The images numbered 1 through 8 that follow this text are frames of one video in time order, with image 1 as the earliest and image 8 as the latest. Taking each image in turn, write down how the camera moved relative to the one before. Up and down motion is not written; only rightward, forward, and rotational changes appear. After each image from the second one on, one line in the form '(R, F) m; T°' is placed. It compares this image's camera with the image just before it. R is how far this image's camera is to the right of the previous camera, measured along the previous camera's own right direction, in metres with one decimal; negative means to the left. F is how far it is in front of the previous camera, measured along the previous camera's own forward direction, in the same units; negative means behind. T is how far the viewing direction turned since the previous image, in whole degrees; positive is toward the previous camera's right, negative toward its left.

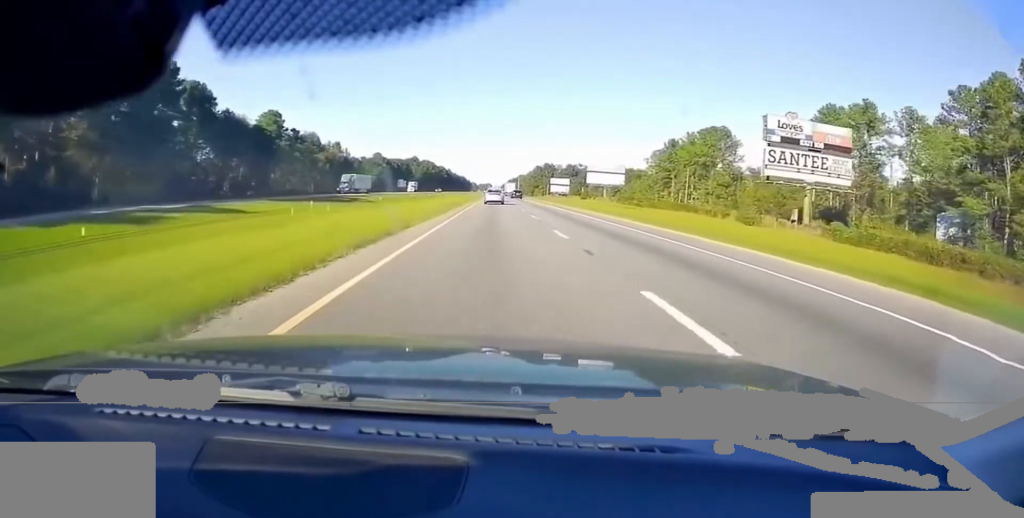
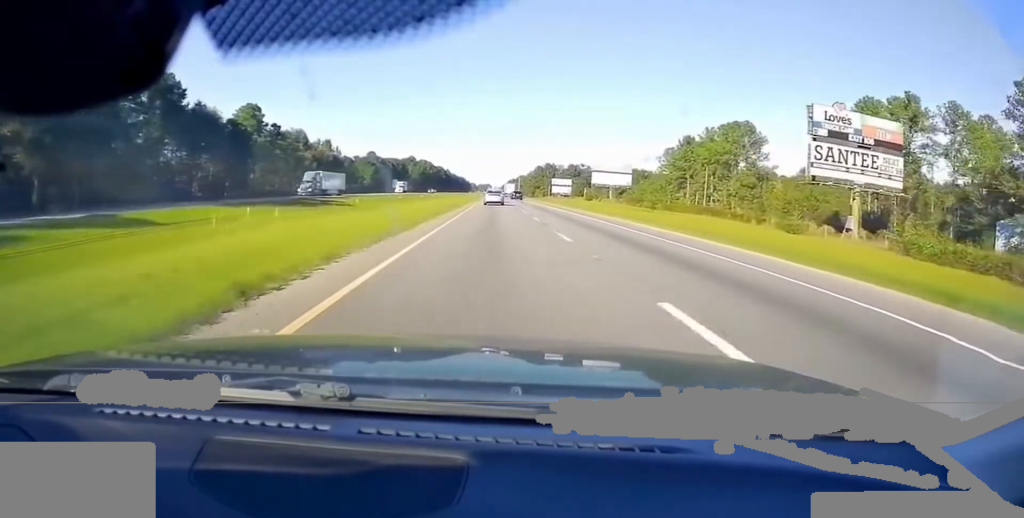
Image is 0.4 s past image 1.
(+0.1, +13.5) m; 0°
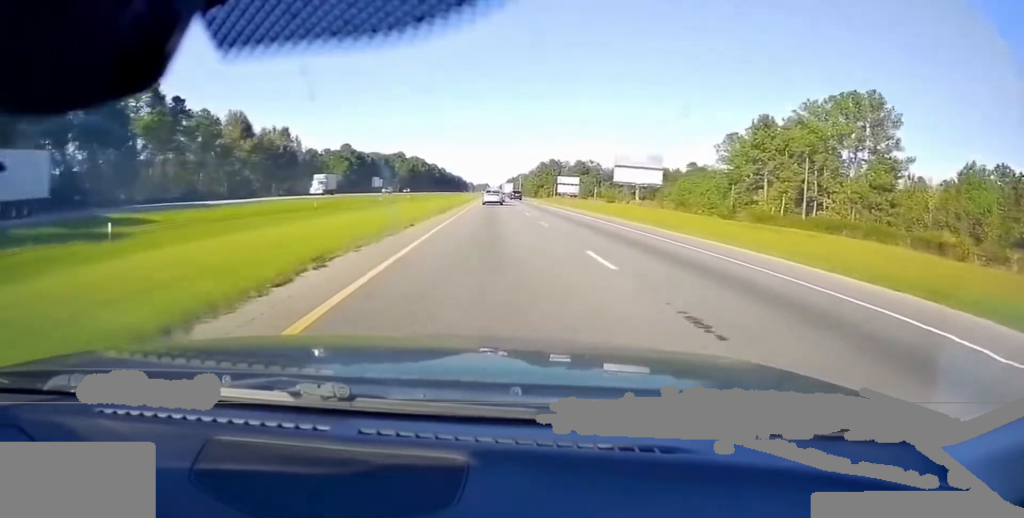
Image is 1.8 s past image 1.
(-0.4, +45.0) m; -1°
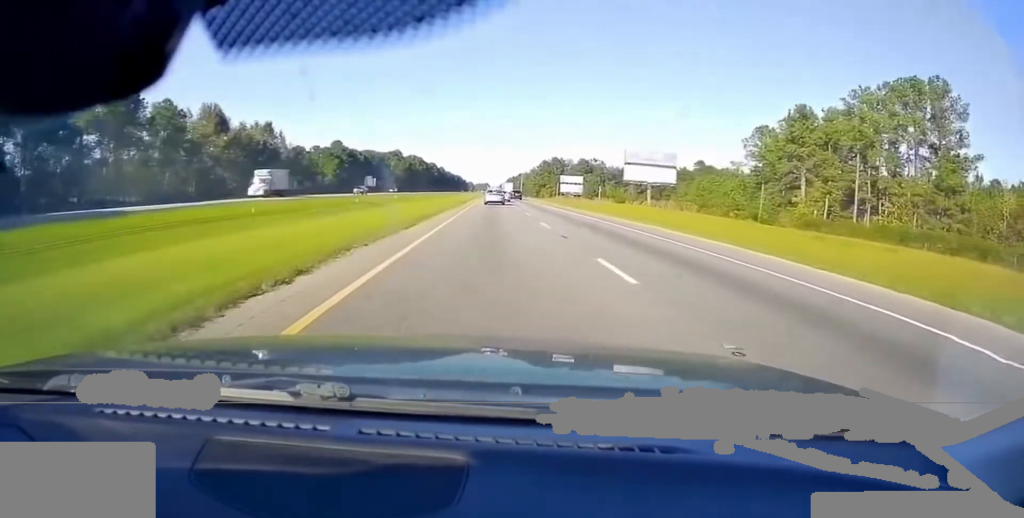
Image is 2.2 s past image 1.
(-0.1, +14.1) m; 0°
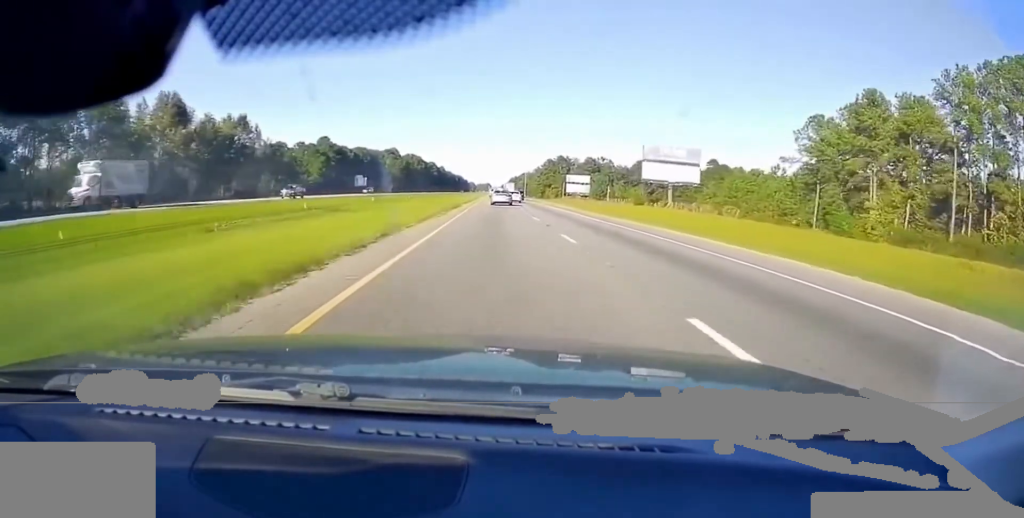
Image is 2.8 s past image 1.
(0.0, +19.3) m; 0°
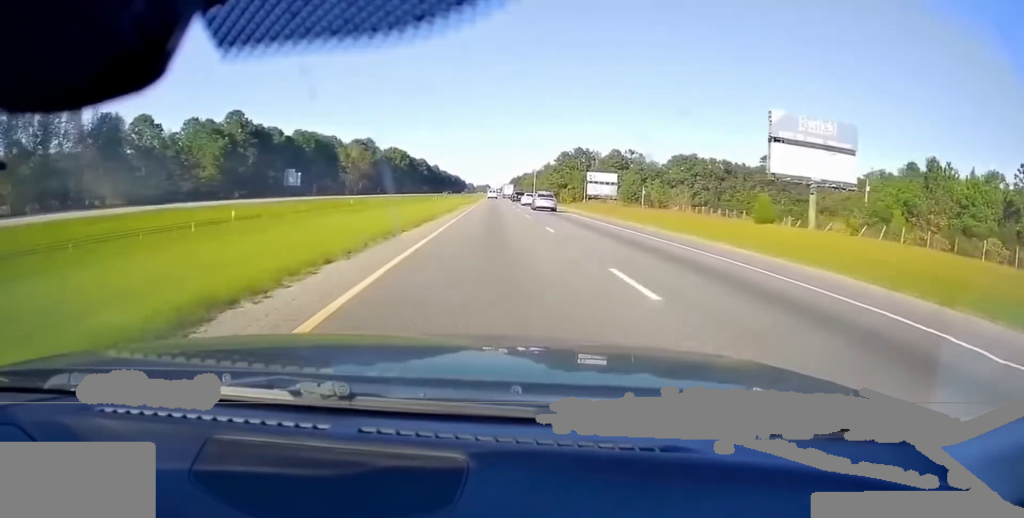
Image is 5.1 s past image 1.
(+0.3, +70.9) m; 0°
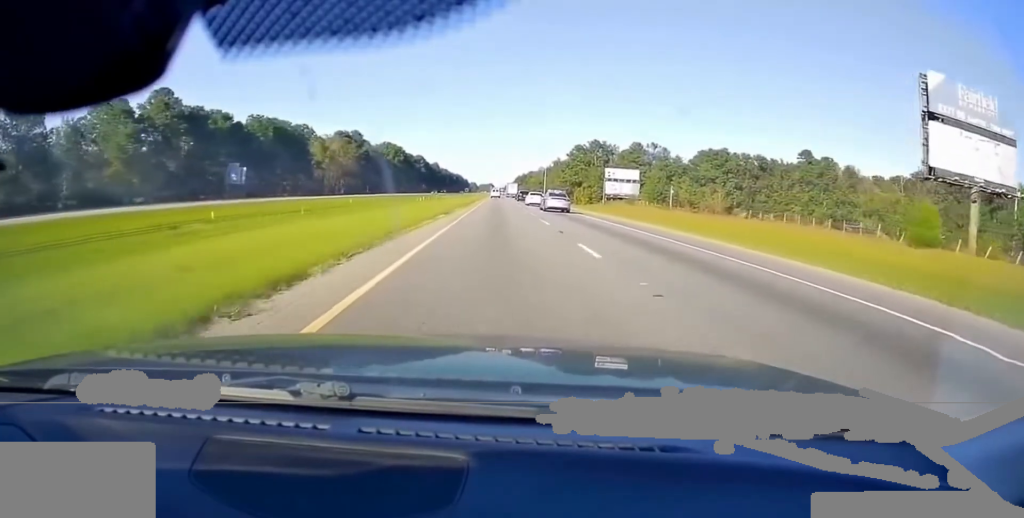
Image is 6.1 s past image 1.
(-0.2, +31.8) m; 0°
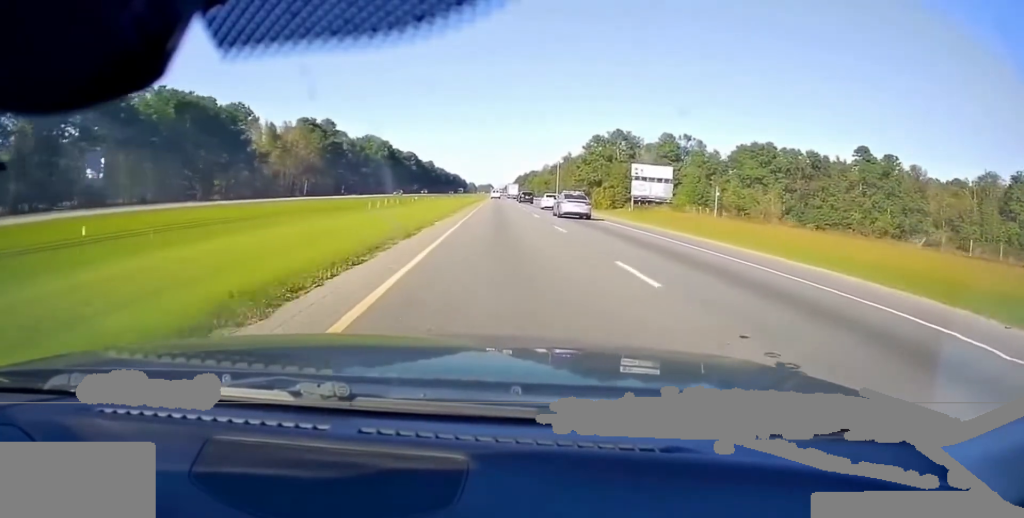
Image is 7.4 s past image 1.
(+0.4, +40.2) m; +1°
